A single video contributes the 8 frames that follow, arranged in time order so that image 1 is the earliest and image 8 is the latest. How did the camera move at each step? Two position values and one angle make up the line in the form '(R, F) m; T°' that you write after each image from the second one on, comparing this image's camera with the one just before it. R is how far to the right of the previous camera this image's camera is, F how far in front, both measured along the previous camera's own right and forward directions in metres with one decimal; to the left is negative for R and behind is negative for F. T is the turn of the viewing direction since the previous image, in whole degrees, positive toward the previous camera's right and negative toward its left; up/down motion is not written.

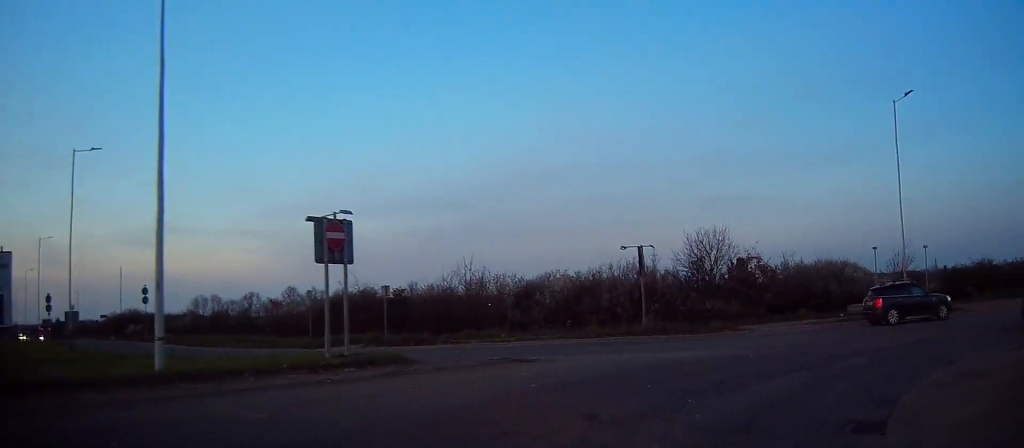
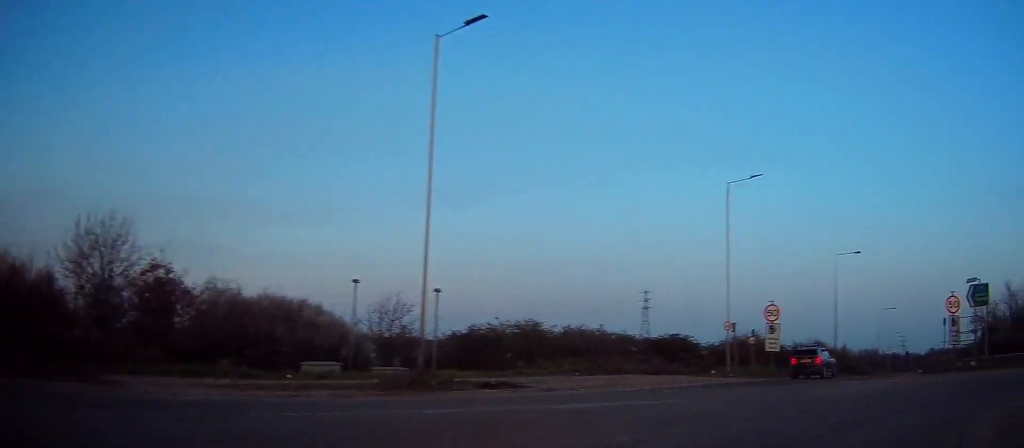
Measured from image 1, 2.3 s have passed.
(+4.6, +12.8) m; +54°
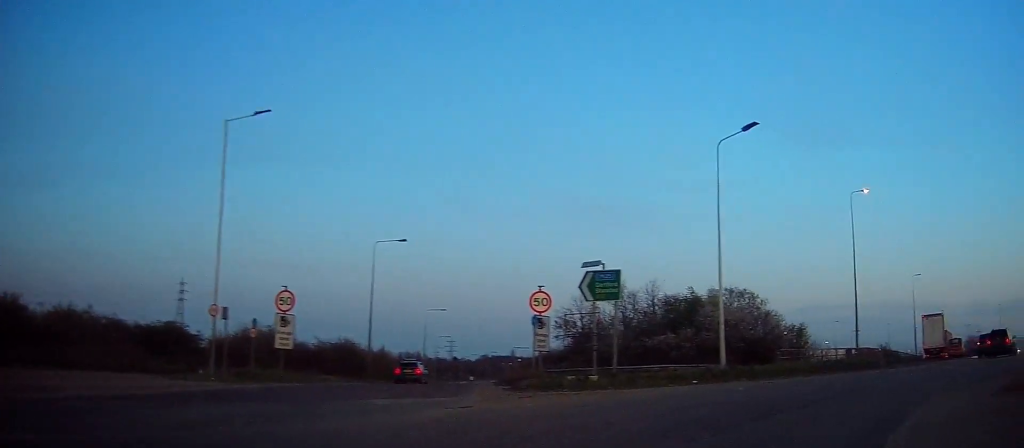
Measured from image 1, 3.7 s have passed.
(+3.8, +8.5) m; +37°
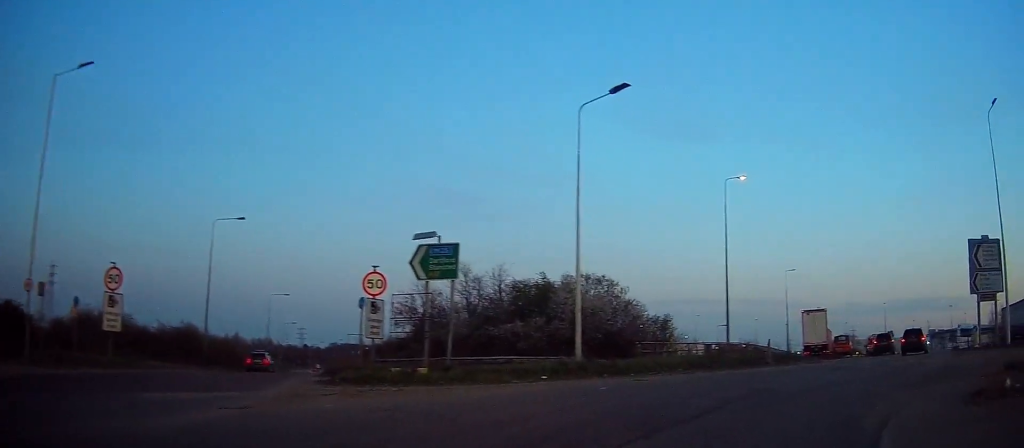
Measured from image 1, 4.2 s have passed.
(-0.2, +3.5) m; +11°
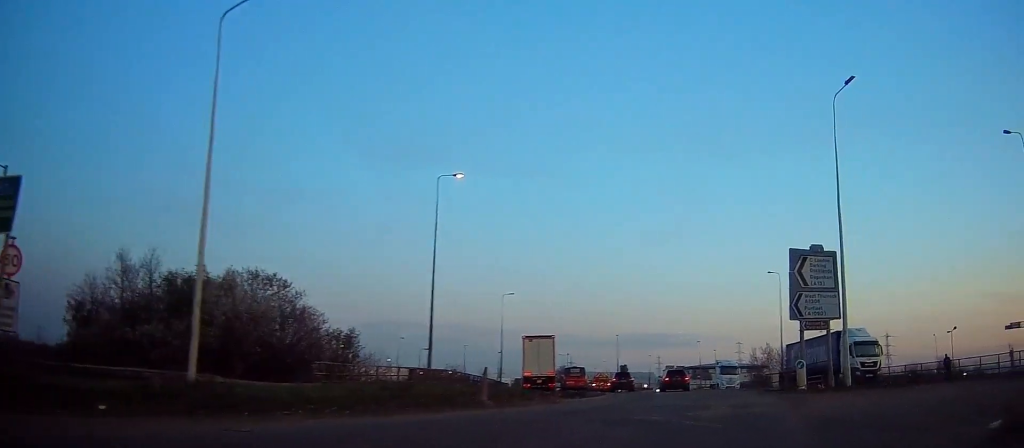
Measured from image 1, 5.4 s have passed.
(+2.5, +8.3) m; +24°
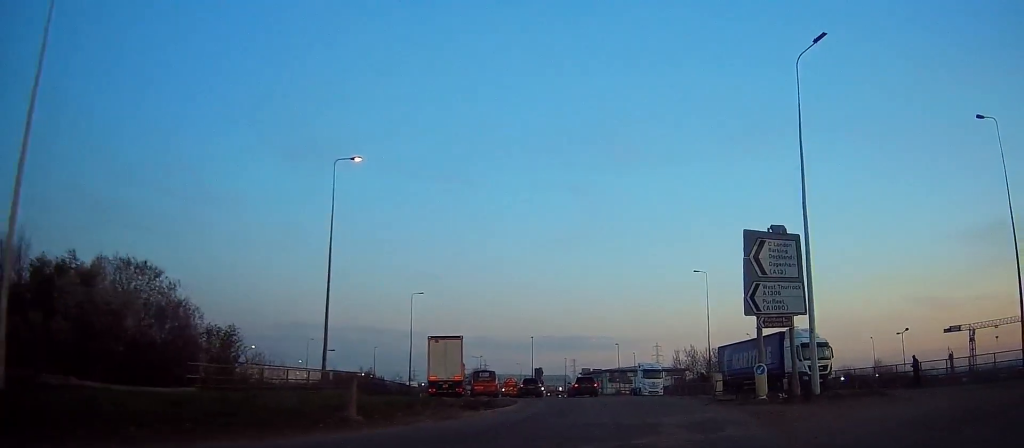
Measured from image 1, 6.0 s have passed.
(+0.4, +4.6) m; +5°
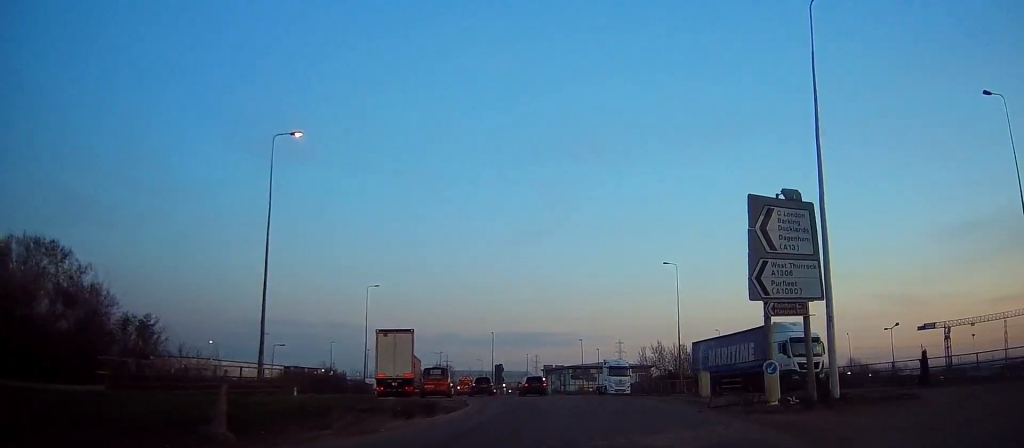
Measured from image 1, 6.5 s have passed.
(+0.2, +4.3) m; +3°
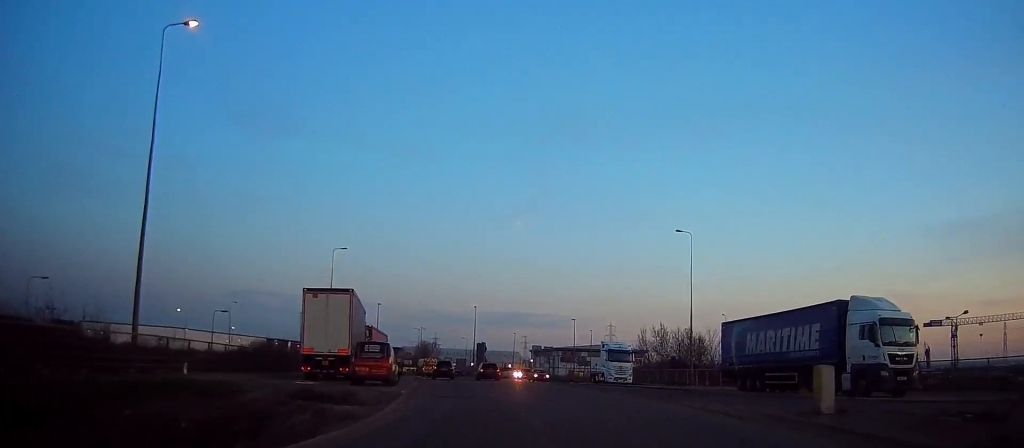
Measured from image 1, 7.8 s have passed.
(+0.3, +12.2) m; 0°
